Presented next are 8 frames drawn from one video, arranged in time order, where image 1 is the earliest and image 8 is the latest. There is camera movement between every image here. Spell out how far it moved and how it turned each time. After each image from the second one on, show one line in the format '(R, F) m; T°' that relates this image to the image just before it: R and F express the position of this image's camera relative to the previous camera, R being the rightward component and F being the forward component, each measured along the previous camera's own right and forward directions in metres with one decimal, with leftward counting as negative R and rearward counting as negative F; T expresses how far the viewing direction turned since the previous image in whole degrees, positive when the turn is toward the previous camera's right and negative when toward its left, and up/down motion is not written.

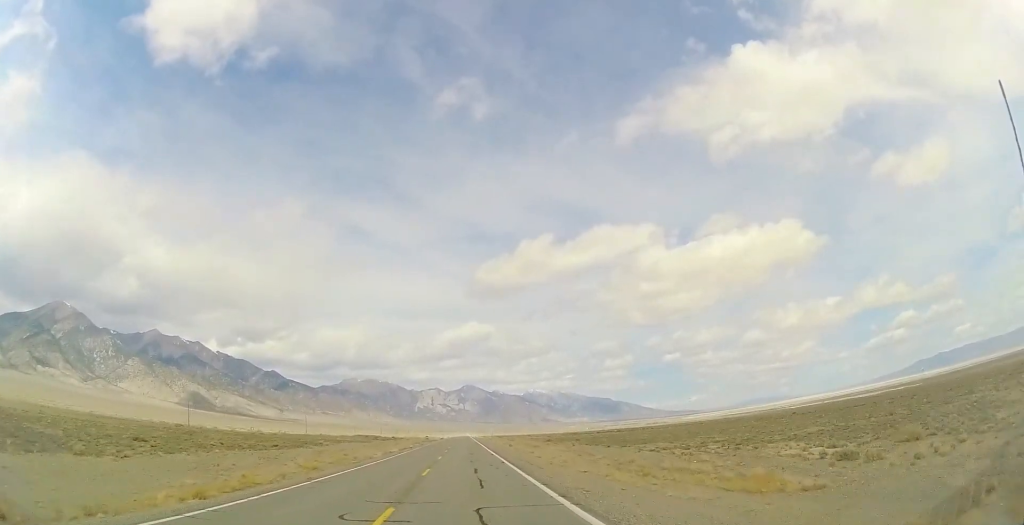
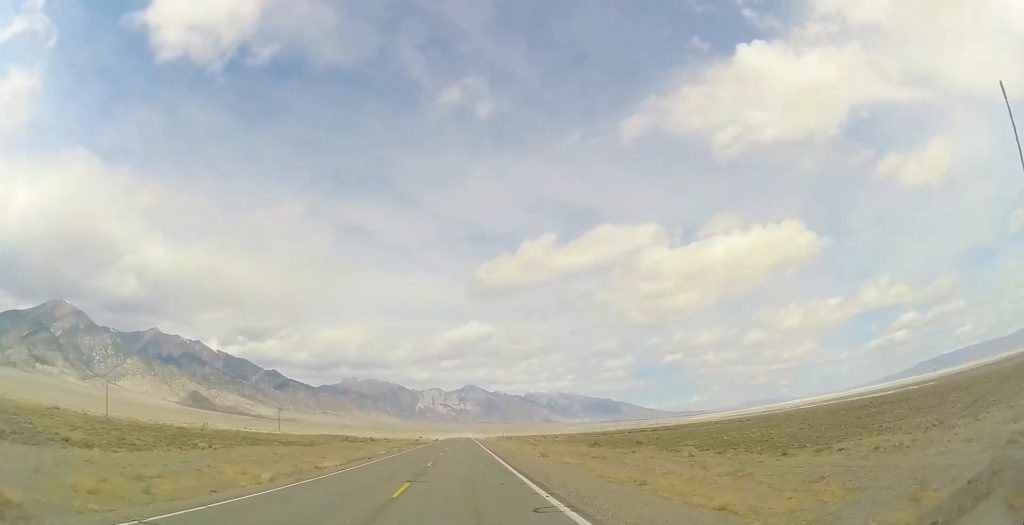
(+0.3, +31.6) m; 0°
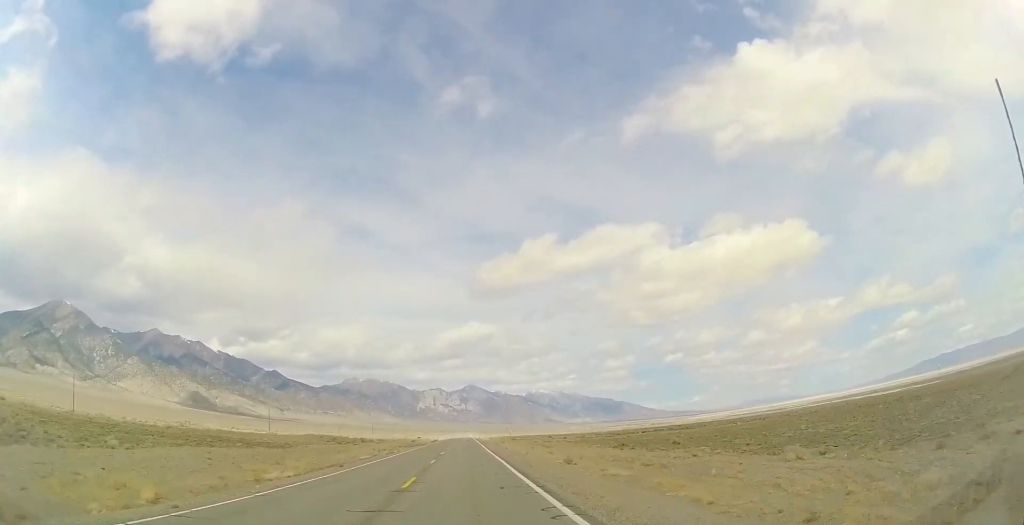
(0.0, +9.9) m; 0°
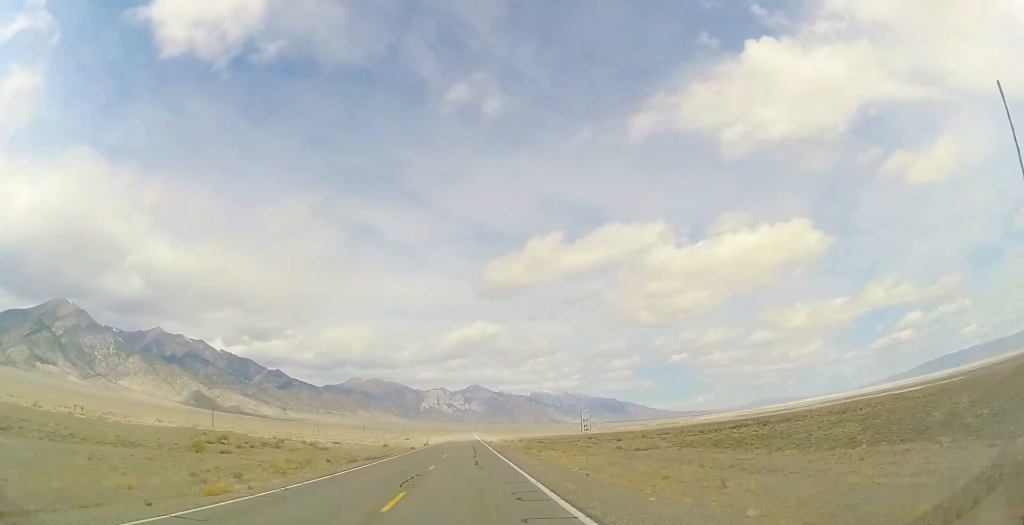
(-0.5, +41.6) m; 0°
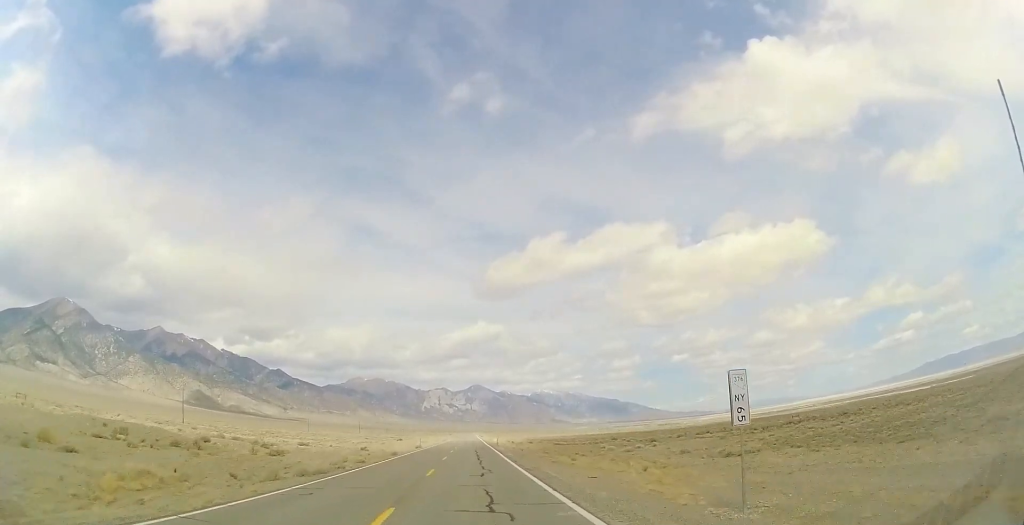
(+0.1, +15.1) m; 0°
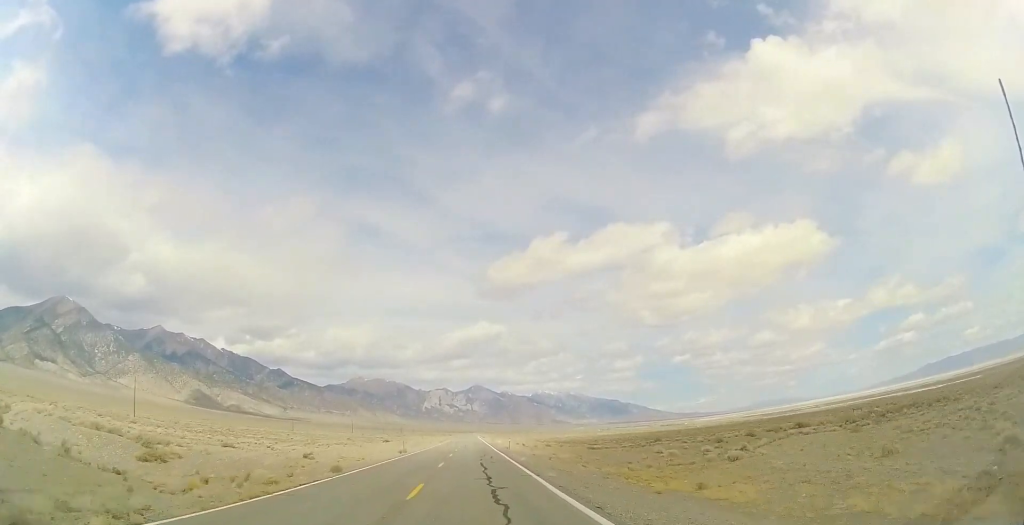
(+0.2, +18.5) m; 0°
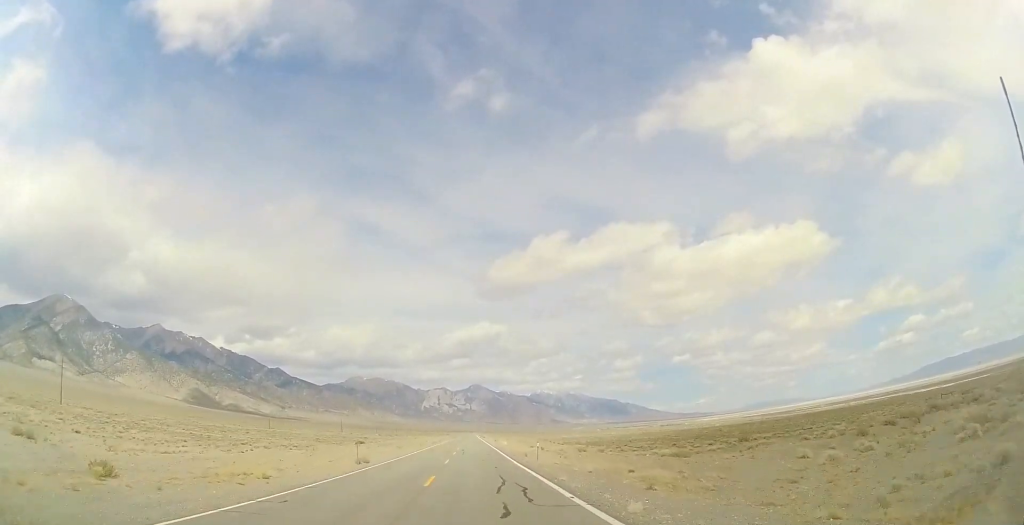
(-0.3, +20.4) m; -1°
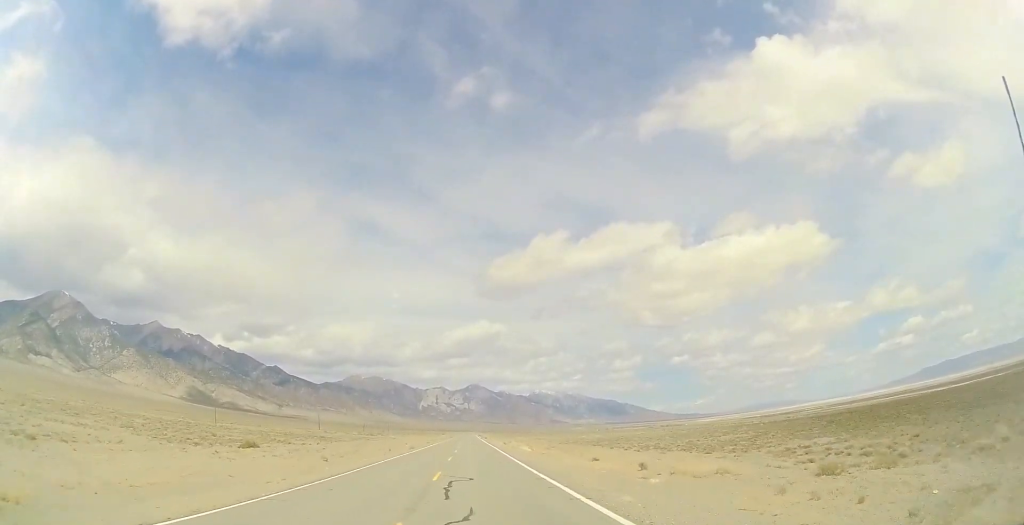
(0.0, +35.0) m; 0°
